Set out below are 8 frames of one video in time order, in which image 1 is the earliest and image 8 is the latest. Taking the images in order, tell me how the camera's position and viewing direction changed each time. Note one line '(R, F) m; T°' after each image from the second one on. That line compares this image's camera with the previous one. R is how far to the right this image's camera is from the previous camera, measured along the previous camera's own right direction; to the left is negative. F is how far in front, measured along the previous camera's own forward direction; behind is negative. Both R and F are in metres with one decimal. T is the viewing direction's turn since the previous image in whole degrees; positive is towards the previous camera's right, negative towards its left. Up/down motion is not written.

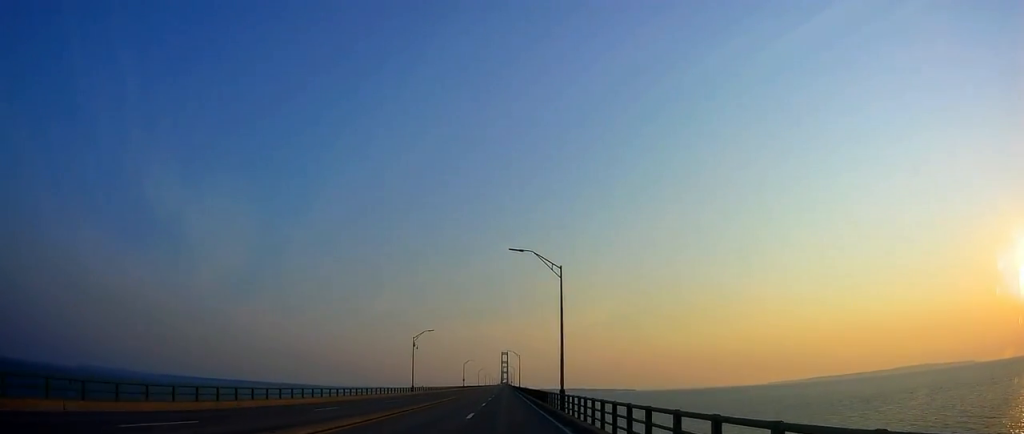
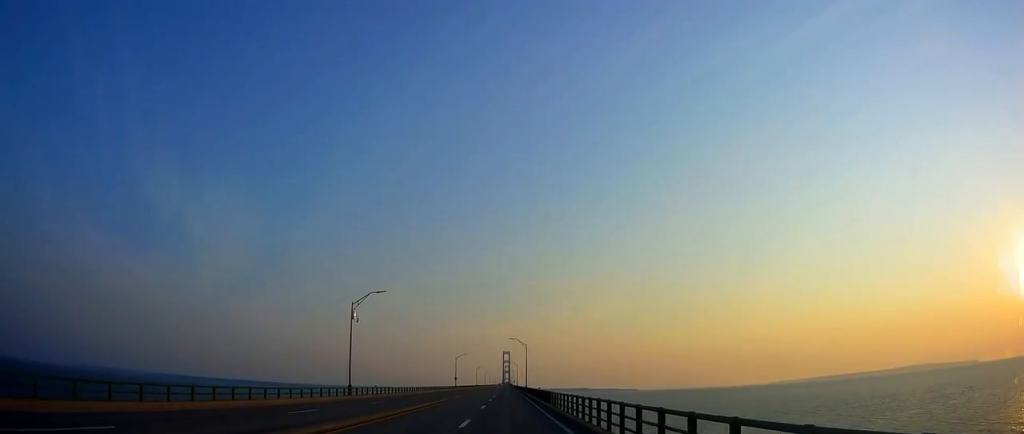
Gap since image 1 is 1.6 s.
(0.0, +34.5) m; 0°
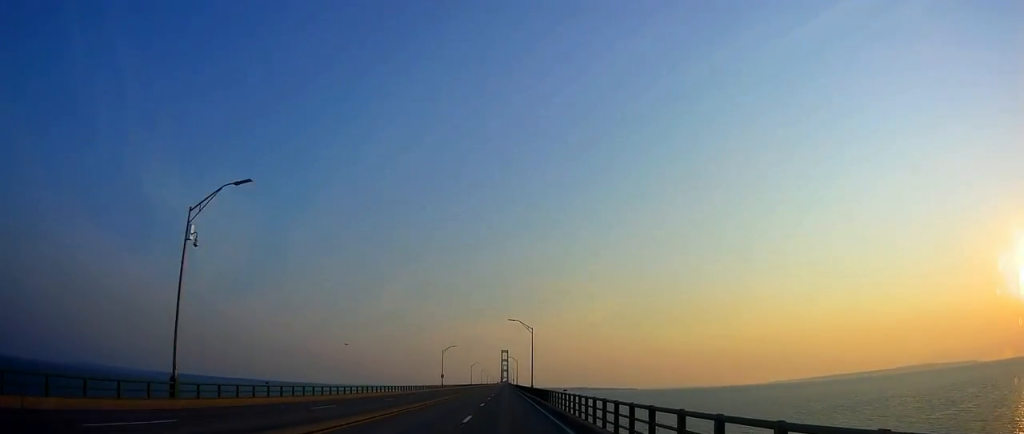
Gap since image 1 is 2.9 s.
(+0.1, +27.2) m; 0°
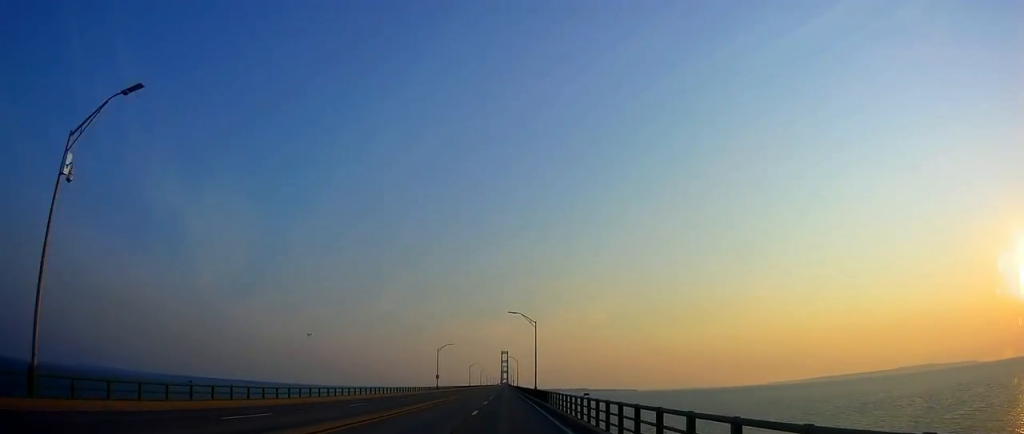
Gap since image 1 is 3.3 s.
(0.0, +8.6) m; 0°
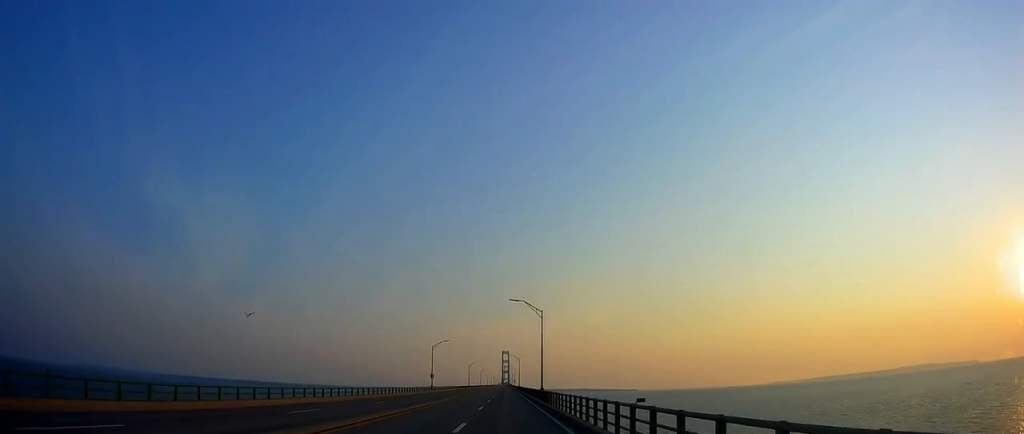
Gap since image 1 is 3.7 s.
(0.0, +9.3) m; 0°
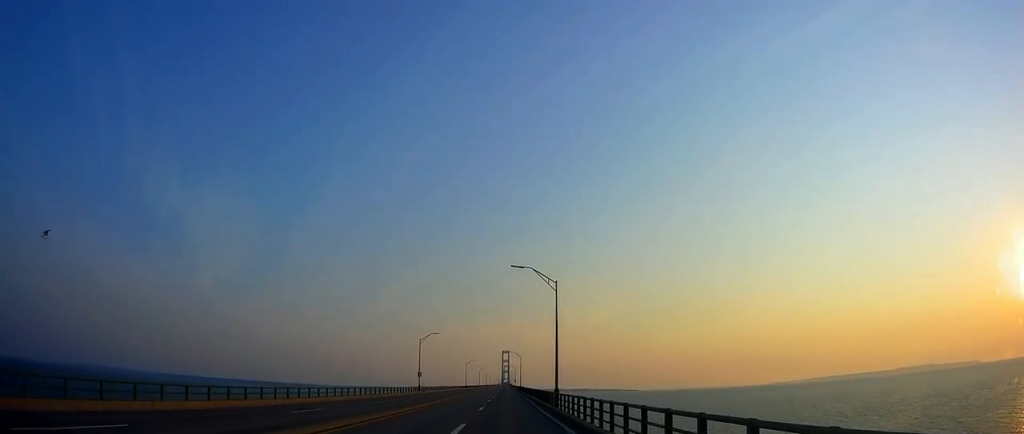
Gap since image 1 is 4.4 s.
(+0.1, +15.0) m; -1°
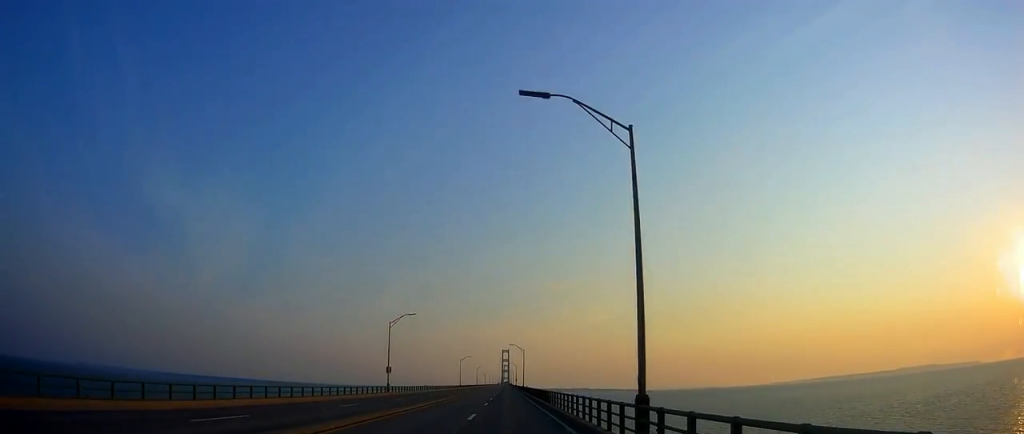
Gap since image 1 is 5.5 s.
(-0.7, +22.8) m; 0°
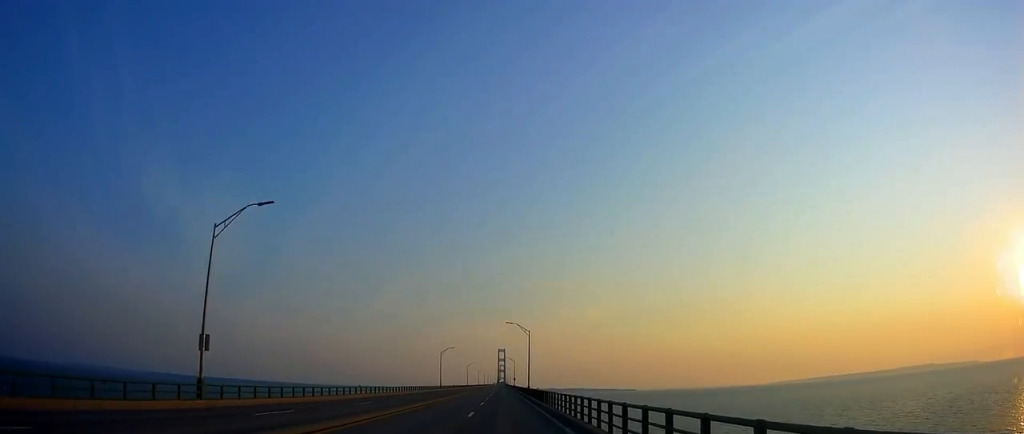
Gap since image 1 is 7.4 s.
(+1.2, +40.7) m; +2°
